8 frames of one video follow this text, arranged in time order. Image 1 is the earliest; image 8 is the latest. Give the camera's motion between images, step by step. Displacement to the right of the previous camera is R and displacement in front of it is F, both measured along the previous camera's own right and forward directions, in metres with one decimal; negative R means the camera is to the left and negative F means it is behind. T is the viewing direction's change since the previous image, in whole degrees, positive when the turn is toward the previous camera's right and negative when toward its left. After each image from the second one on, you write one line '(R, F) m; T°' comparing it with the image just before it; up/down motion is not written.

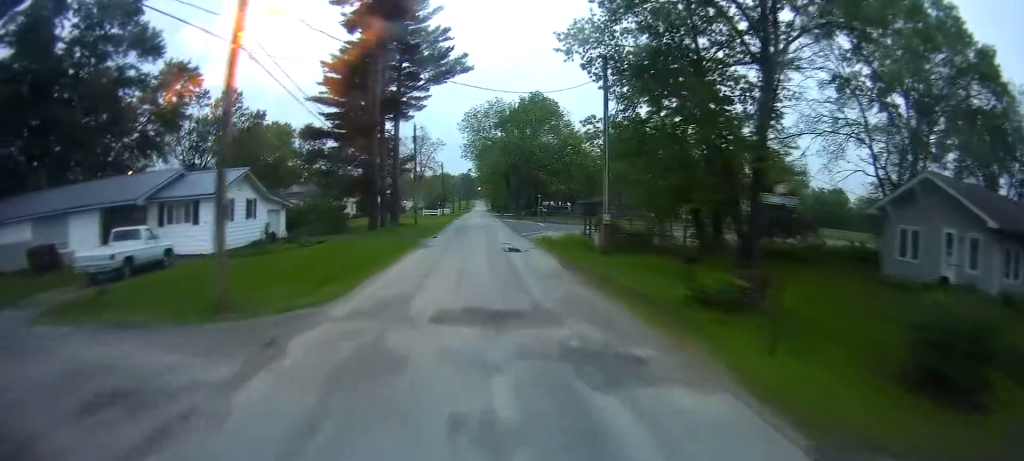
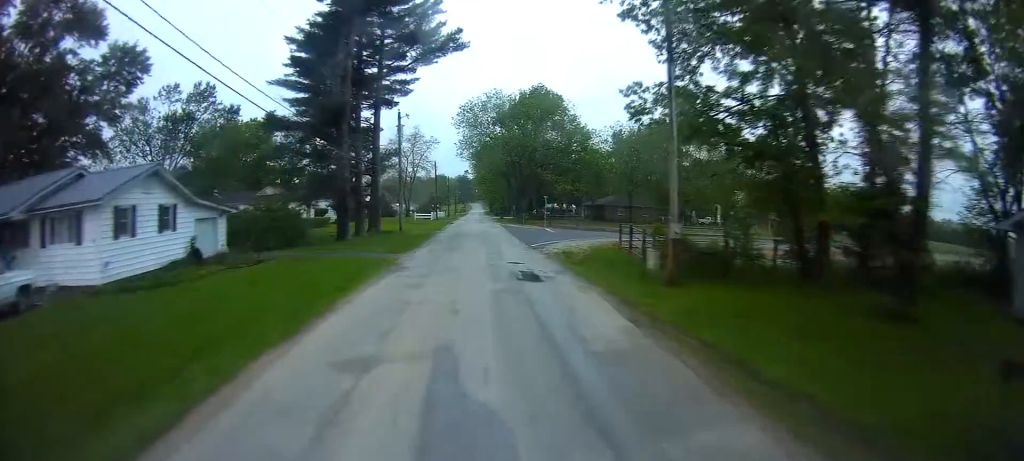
(+0.2, +9.1) m; +2°
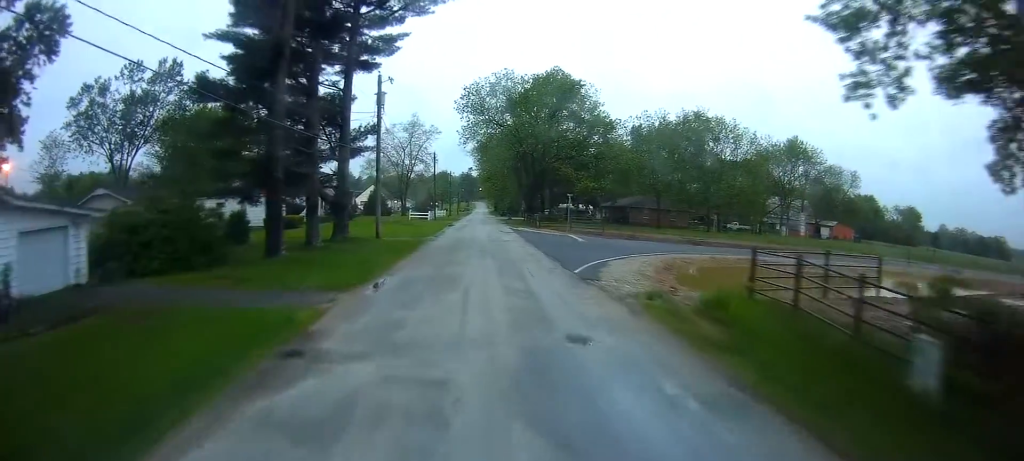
(+0.2, +12.8) m; +1°
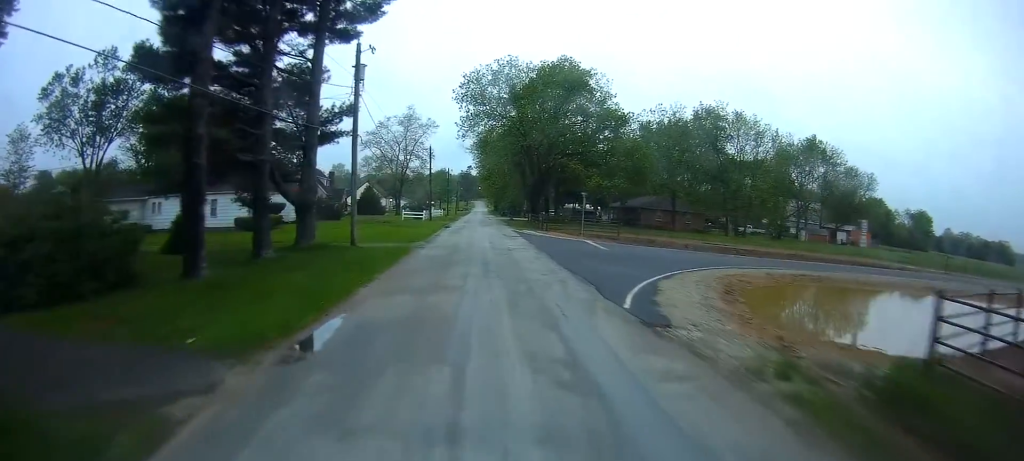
(0.0, +7.0) m; 0°
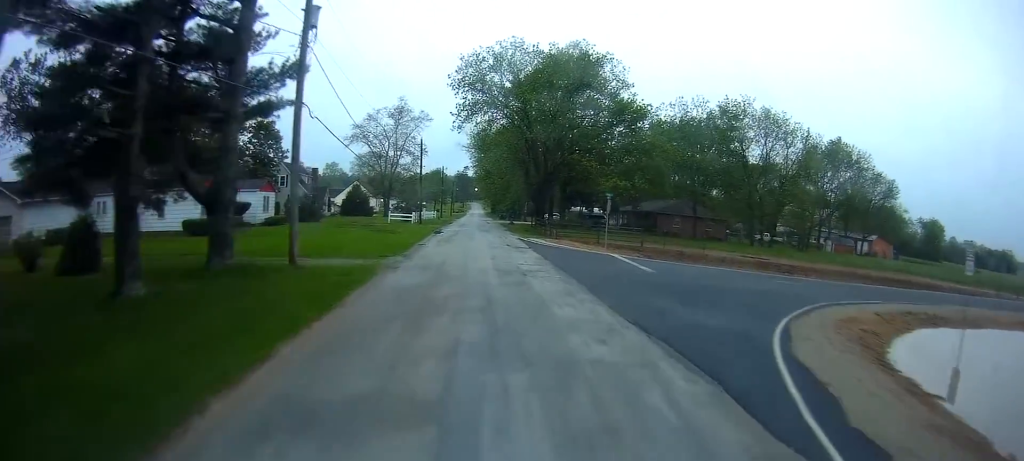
(0.0, +8.9) m; -1°
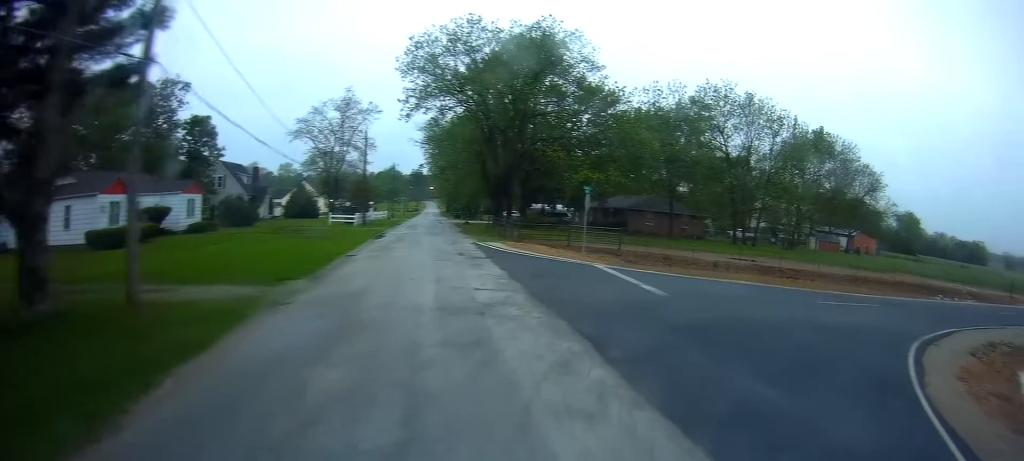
(-0.2, +6.8) m; +5°
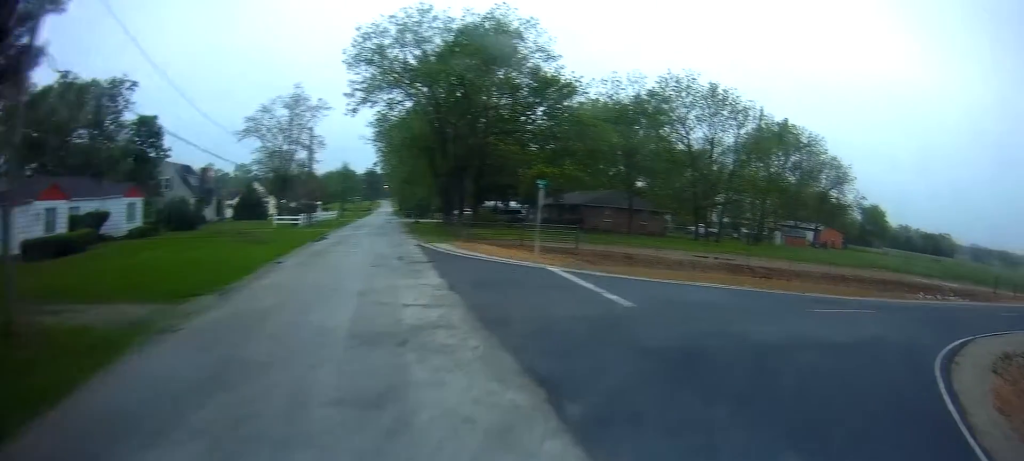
(+0.3, +2.3) m; +8°
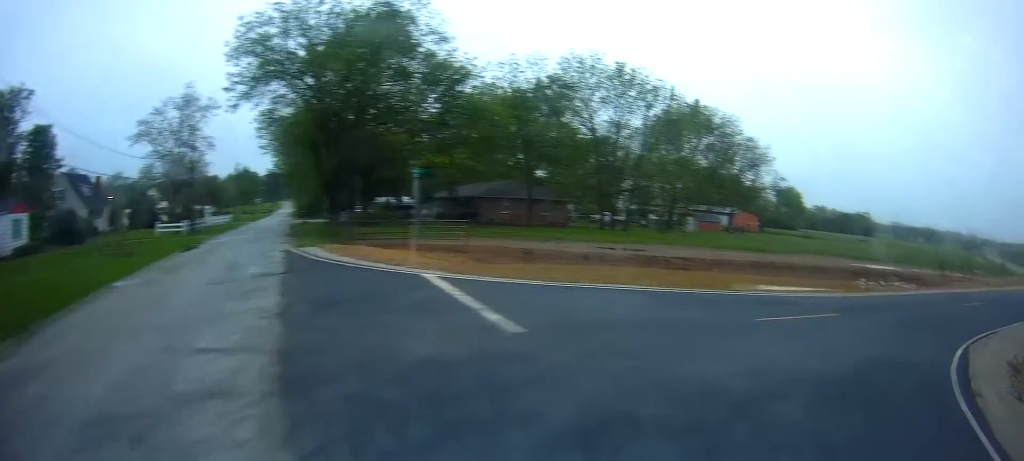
(+0.3, +3.5) m; +10°
